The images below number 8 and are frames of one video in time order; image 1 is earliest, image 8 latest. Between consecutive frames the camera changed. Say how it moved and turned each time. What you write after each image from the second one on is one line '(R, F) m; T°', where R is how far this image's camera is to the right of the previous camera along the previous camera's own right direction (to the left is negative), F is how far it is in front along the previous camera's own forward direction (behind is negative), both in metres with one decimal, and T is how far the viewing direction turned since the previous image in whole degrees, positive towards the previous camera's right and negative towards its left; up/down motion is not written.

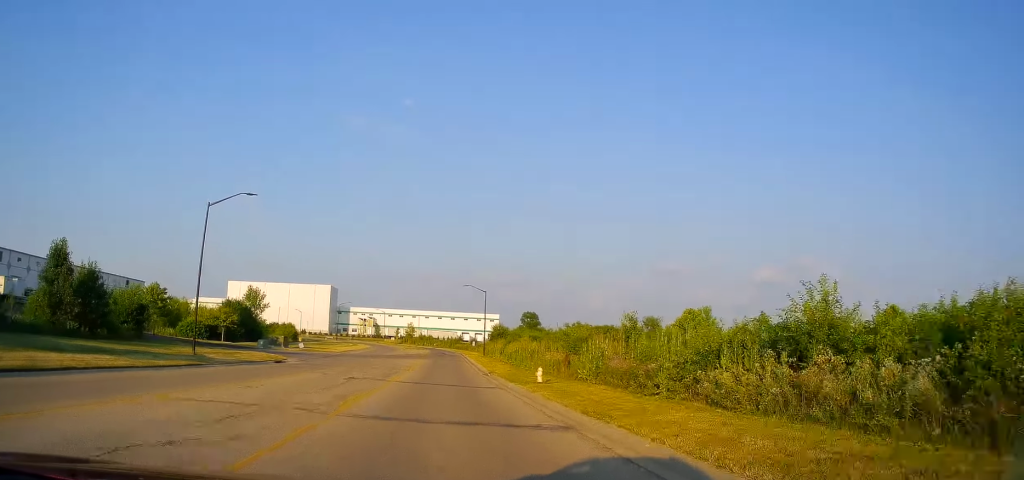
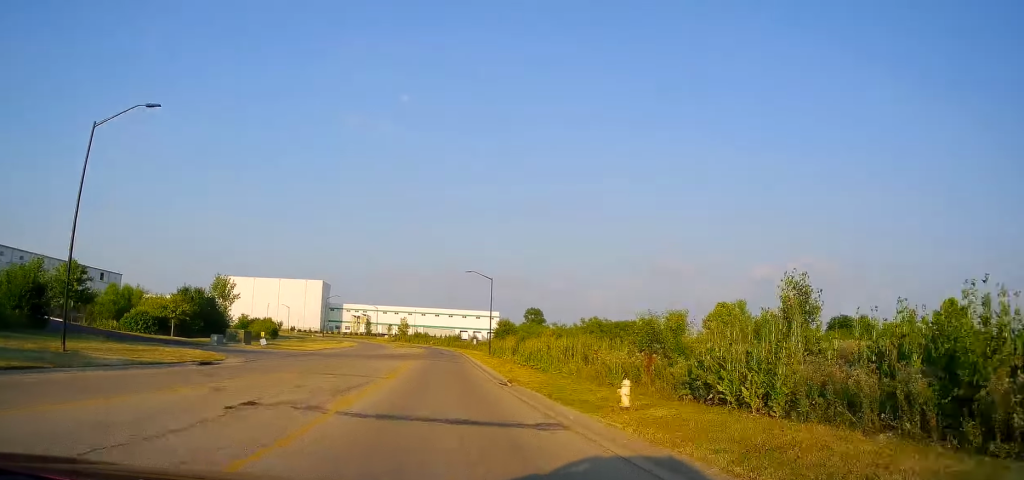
(0.0, +13.5) m; +1°
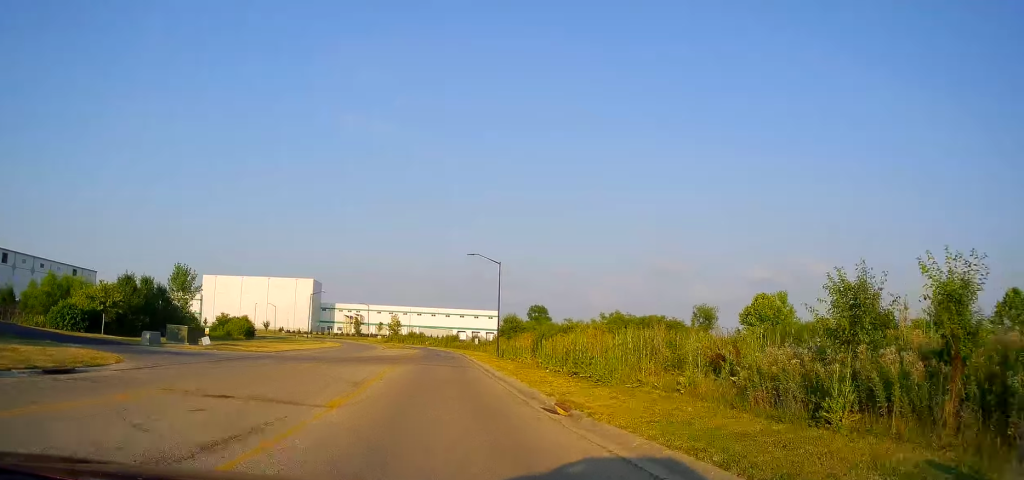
(+0.1, +12.7) m; 0°
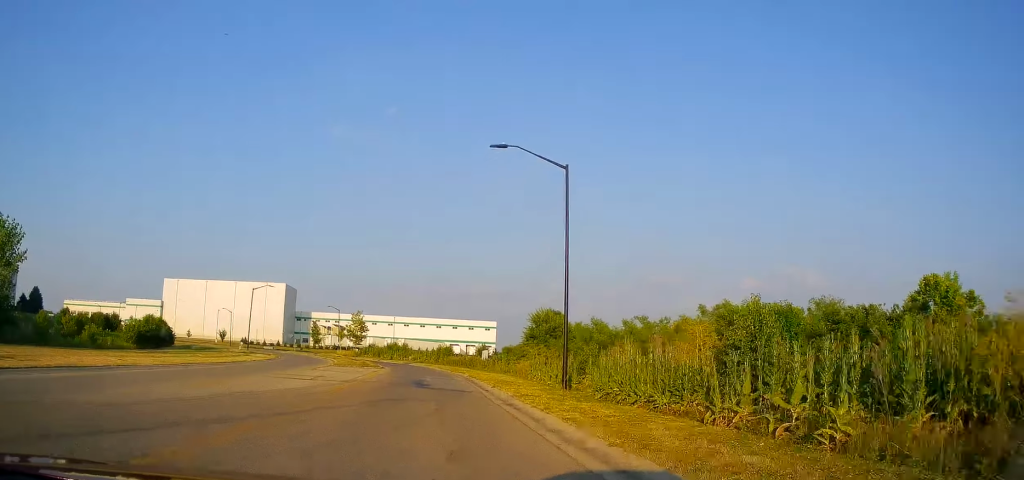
(-0.9, +32.5) m; -3°
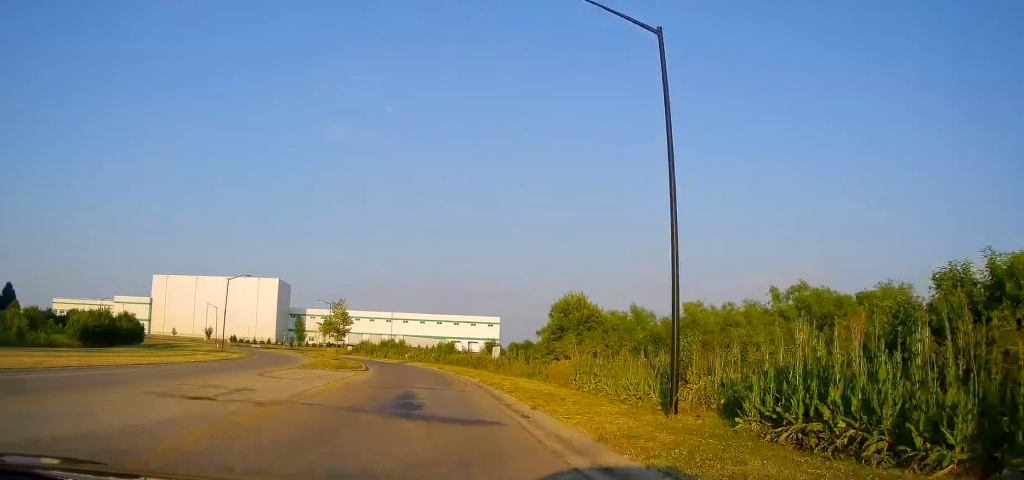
(+0.3, +10.5) m; +2°
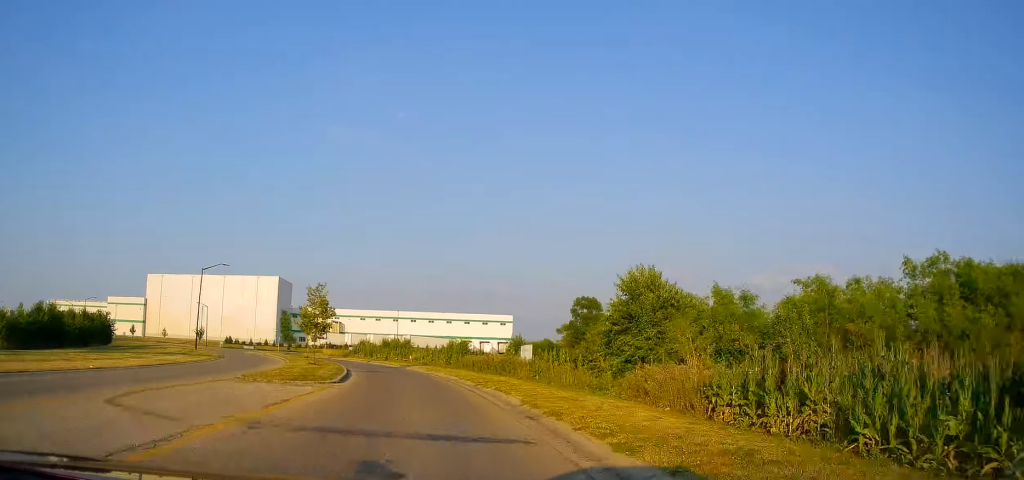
(+0.2, +11.5) m; +1°
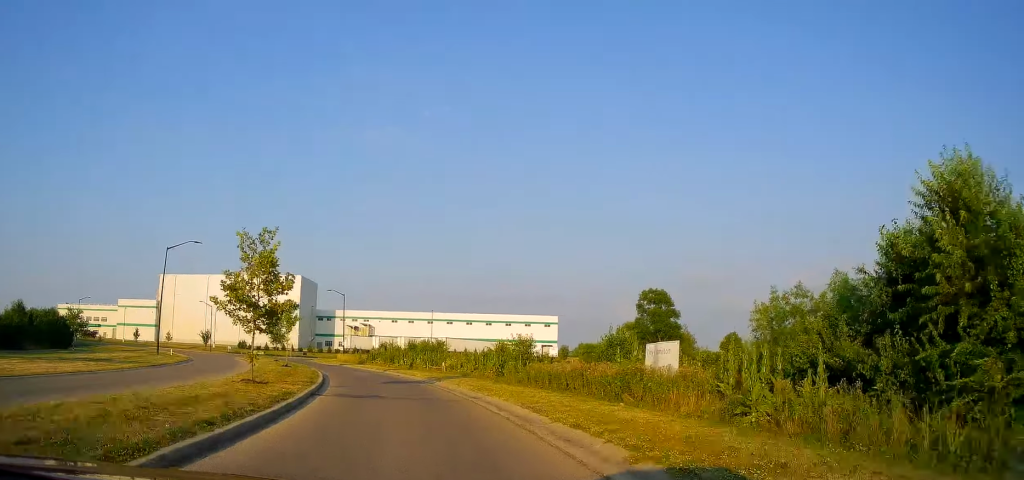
(+0.3, +16.5) m; -4°
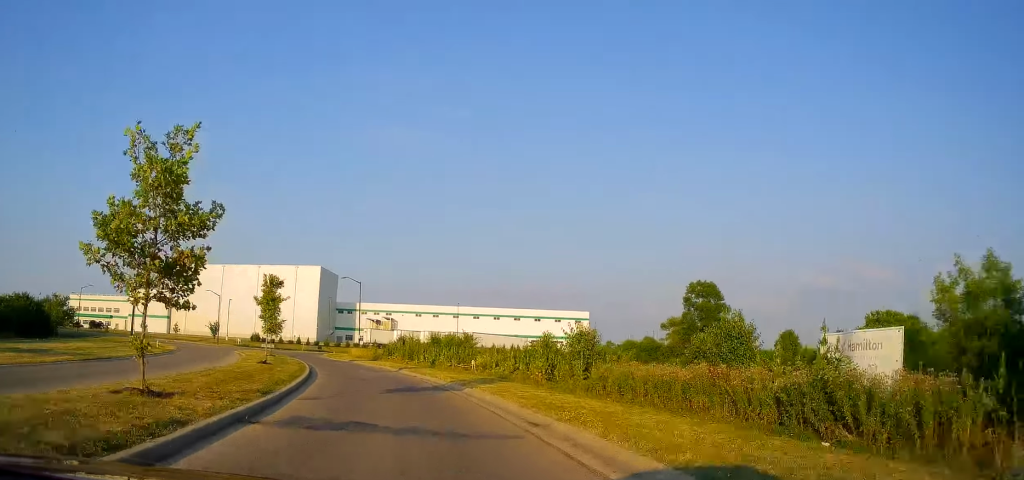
(-0.6, +7.9) m; -3°
